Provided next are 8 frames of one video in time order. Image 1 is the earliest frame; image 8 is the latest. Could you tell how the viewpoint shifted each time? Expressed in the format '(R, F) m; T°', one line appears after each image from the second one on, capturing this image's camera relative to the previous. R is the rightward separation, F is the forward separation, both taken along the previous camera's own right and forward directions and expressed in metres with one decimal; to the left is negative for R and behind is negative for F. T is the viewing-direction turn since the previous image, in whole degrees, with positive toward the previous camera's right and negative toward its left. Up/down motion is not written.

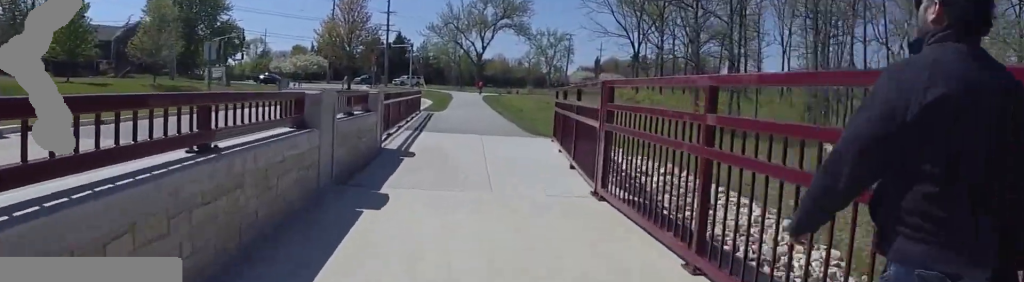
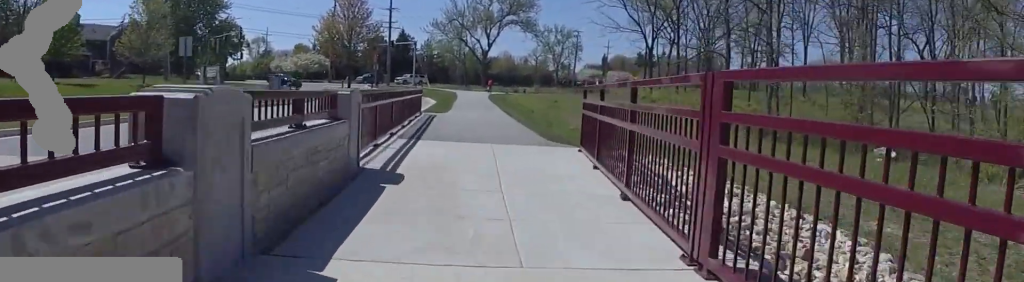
(+0.2, +3.3) m; +2°
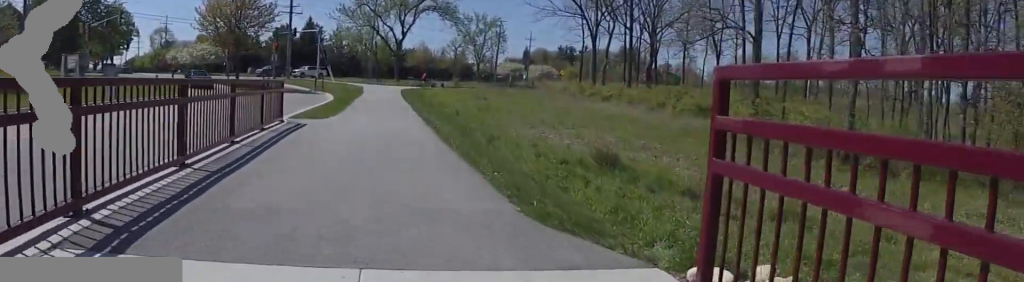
(-0.3, +9.9) m; -11°
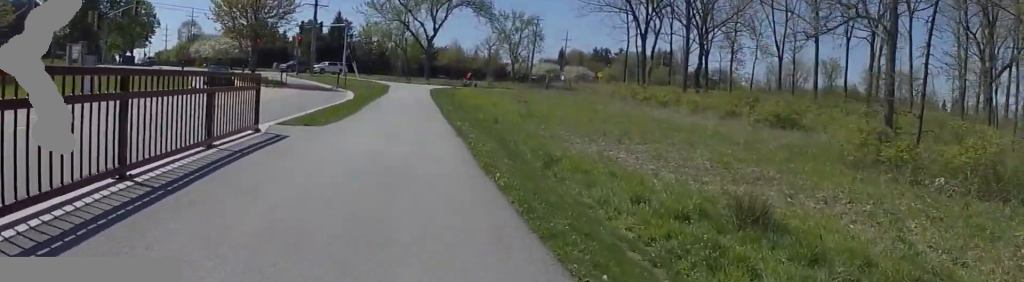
(-0.8, +4.3) m; +2°
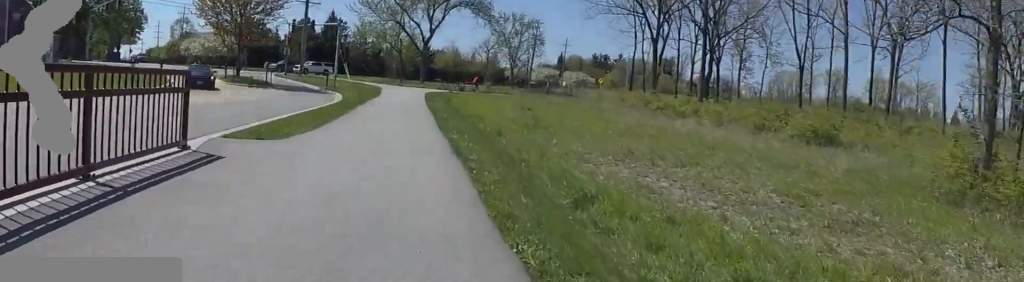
(+0.6, +3.0) m; +8°
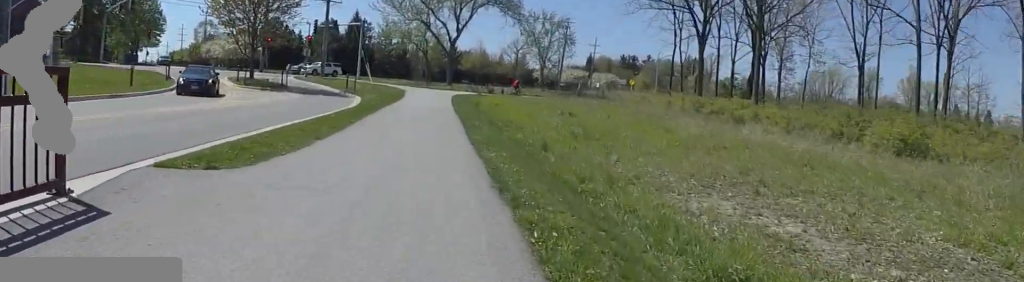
(+0.3, +3.6) m; +4°
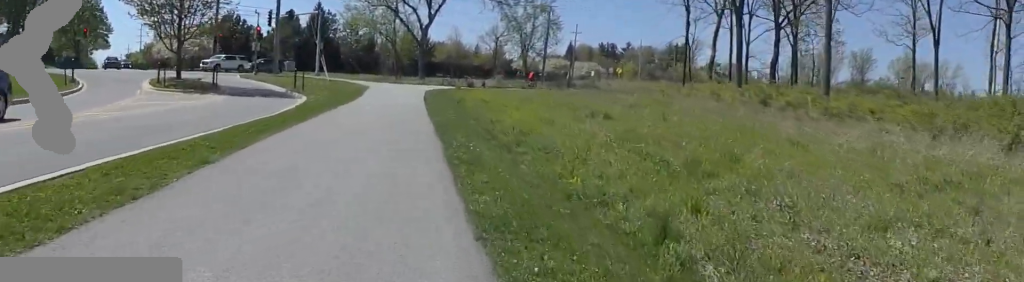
(0.0, +8.9) m; 0°
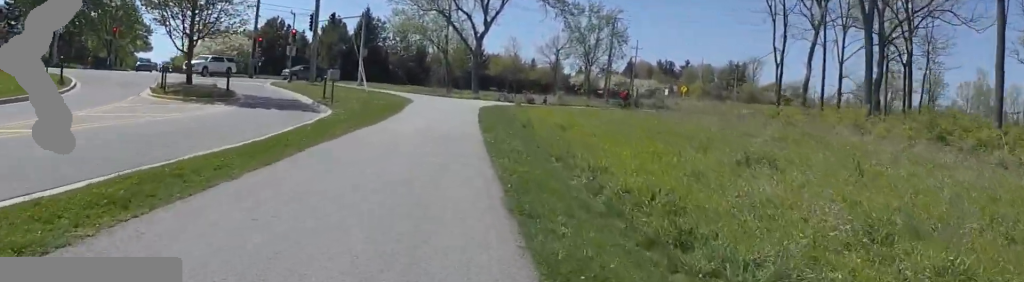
(-0.1, +6.6) m; -6°
